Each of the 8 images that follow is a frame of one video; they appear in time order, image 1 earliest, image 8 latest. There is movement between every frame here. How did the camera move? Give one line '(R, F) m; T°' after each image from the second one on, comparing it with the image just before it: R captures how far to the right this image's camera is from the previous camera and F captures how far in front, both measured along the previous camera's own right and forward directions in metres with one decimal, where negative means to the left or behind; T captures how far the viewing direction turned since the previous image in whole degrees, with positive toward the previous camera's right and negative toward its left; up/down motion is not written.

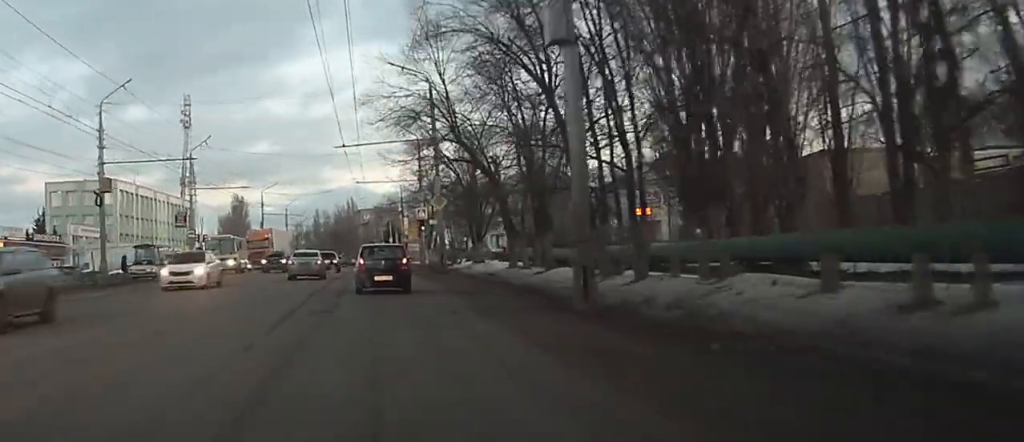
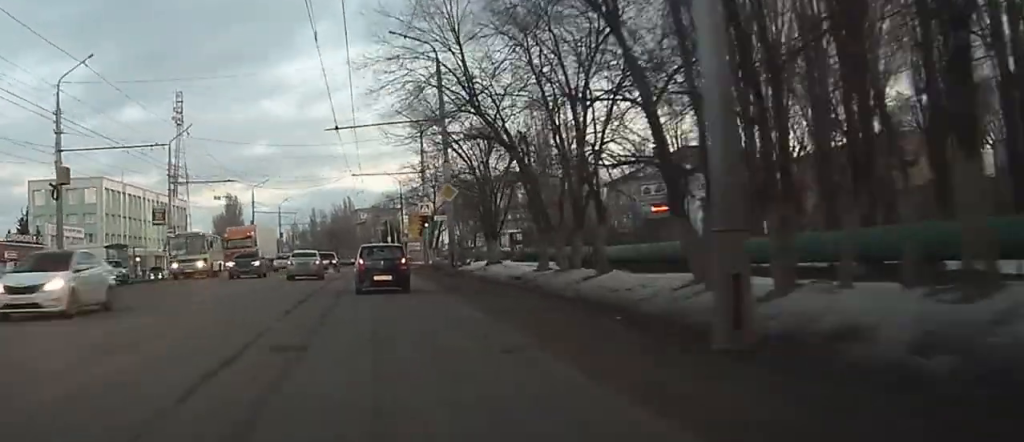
(+0.1, +6.5) m; +1°
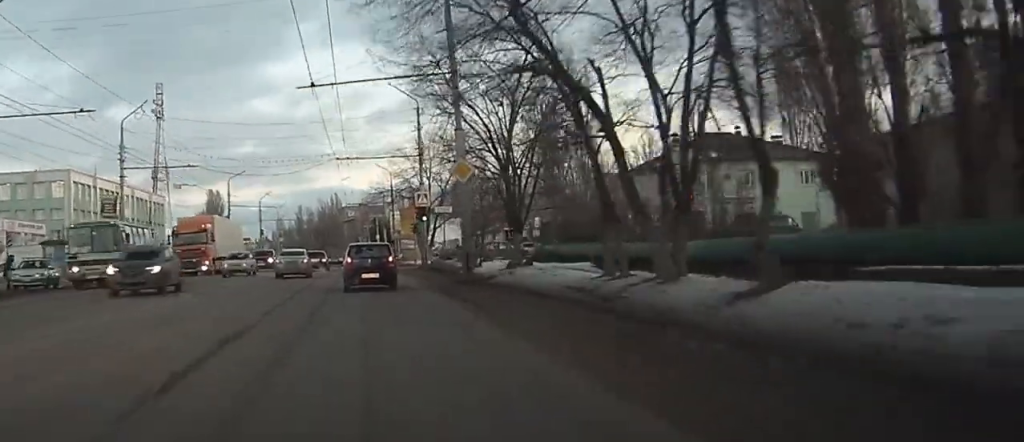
(0.0, +9.5) m; 0°
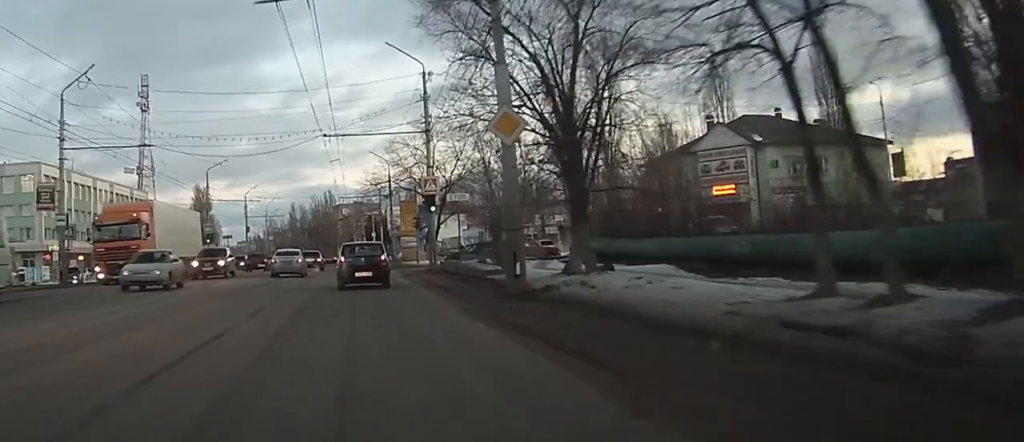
(0.0, +9.9) m; 0°
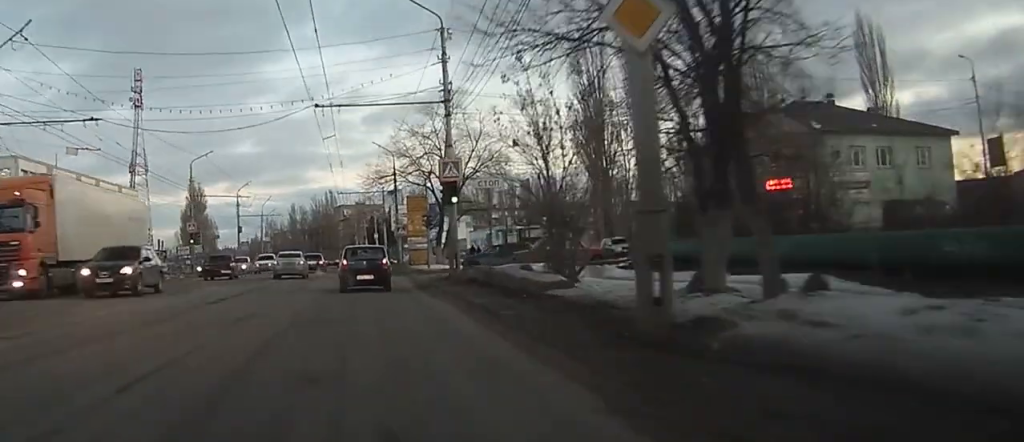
(0.0, +8.8) m; 0°
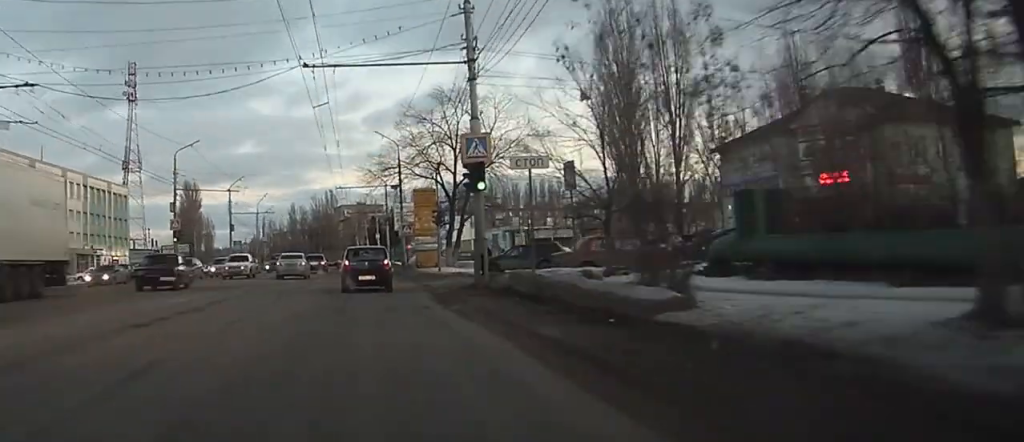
(0.0, +7.0) m; 0°
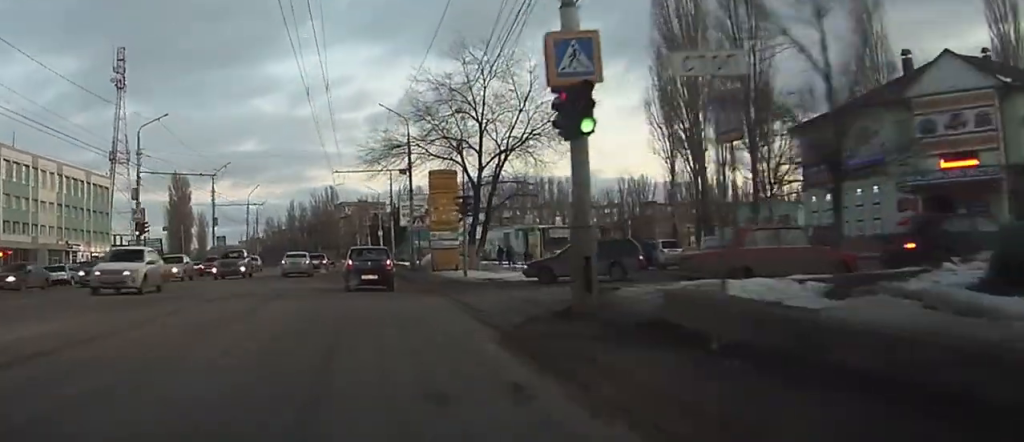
(0.0, +12.0) m; -1°
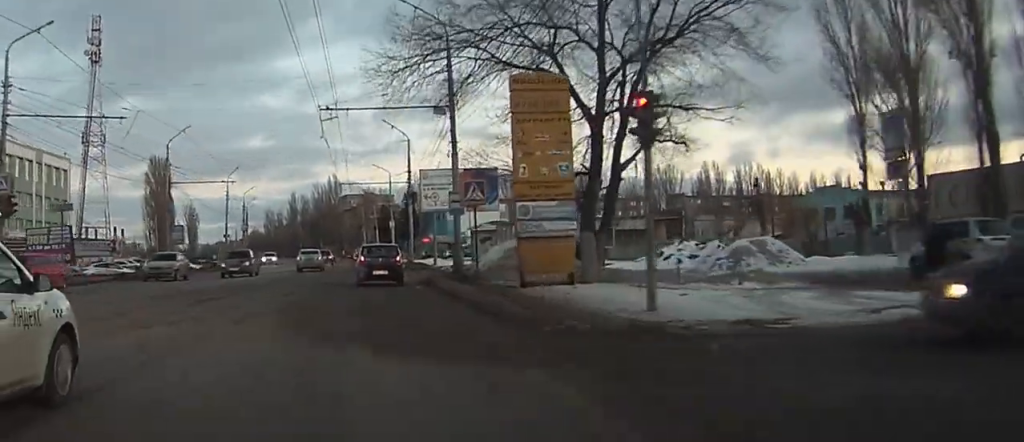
(-0.2, +24.0) m; -1°
